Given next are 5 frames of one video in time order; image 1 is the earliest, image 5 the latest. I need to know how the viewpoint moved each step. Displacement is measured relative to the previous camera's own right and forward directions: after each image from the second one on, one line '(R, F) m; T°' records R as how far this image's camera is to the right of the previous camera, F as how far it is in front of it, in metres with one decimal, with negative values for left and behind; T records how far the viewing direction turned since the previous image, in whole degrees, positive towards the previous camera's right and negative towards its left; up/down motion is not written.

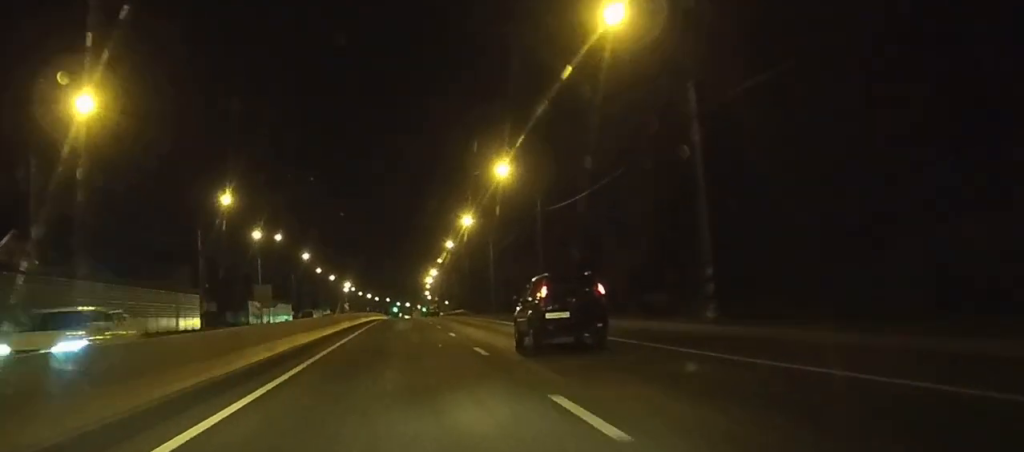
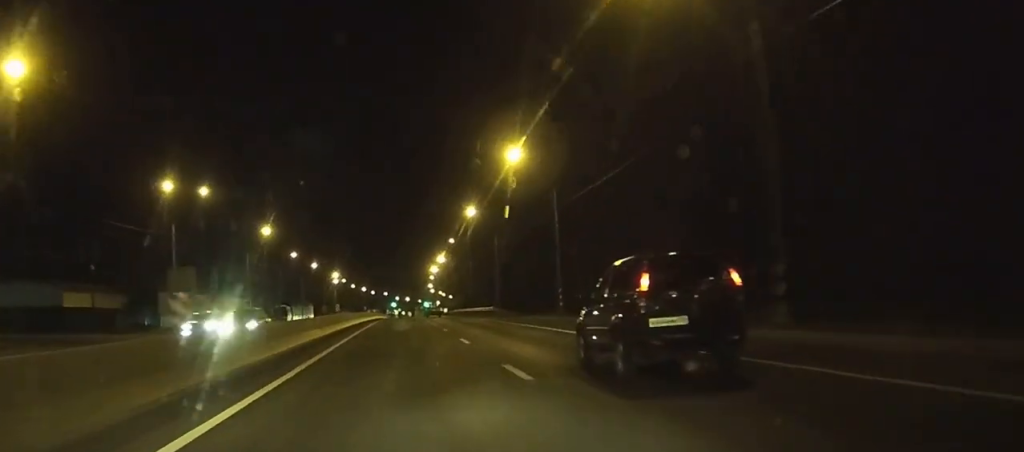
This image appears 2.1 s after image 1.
(+0.2, +42.2) m; 0°
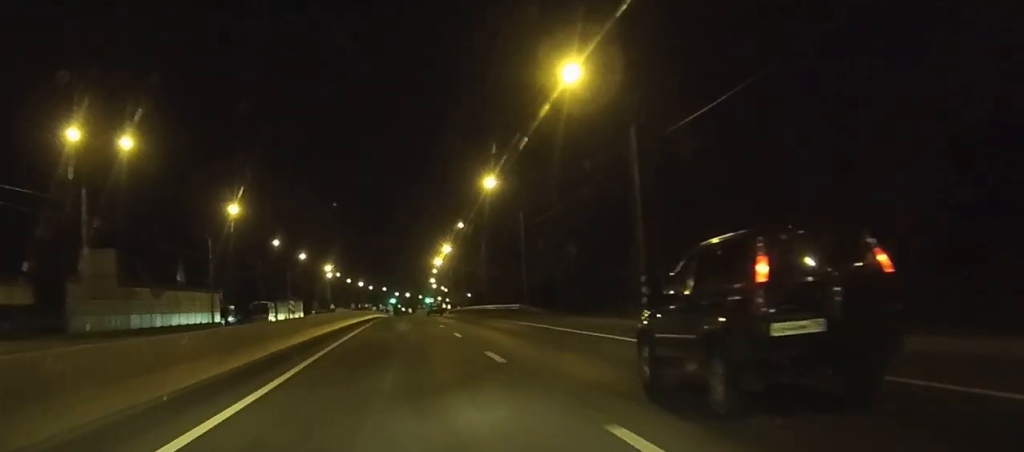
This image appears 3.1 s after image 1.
(0.0, +20.2) m; 0°
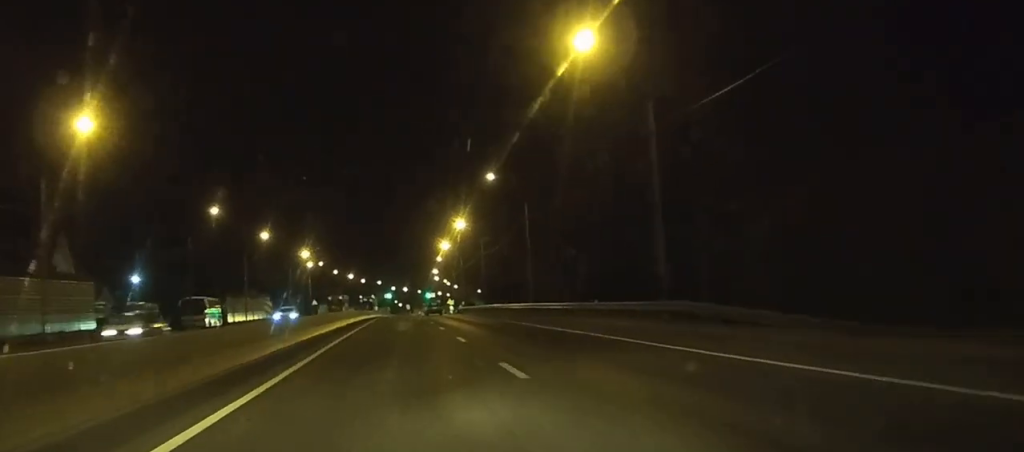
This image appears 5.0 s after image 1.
(+0.1, +39.0) m; 0°
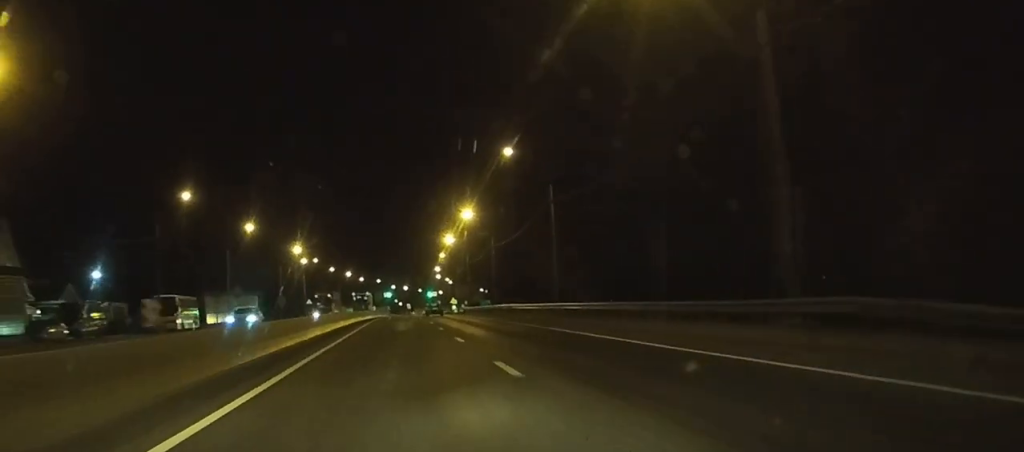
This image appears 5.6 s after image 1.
(0.0, +11.5) m; 0°
